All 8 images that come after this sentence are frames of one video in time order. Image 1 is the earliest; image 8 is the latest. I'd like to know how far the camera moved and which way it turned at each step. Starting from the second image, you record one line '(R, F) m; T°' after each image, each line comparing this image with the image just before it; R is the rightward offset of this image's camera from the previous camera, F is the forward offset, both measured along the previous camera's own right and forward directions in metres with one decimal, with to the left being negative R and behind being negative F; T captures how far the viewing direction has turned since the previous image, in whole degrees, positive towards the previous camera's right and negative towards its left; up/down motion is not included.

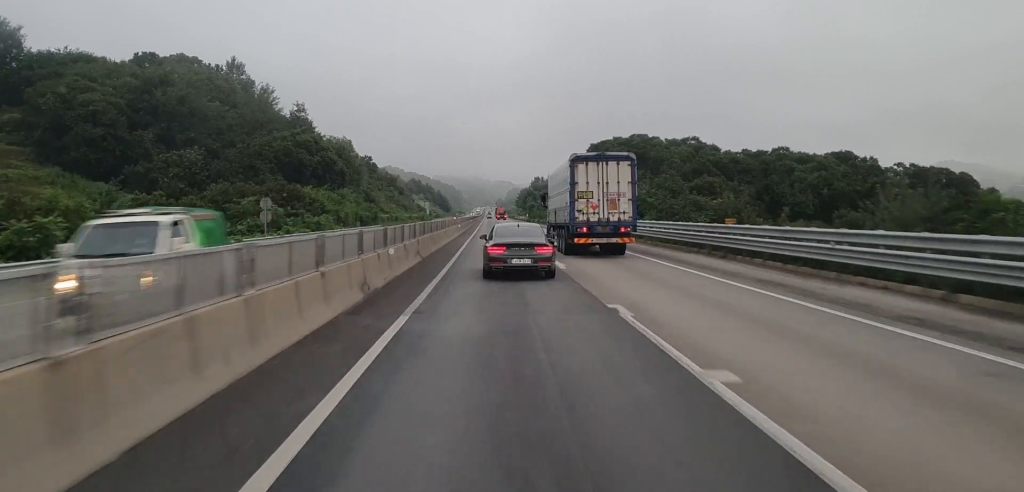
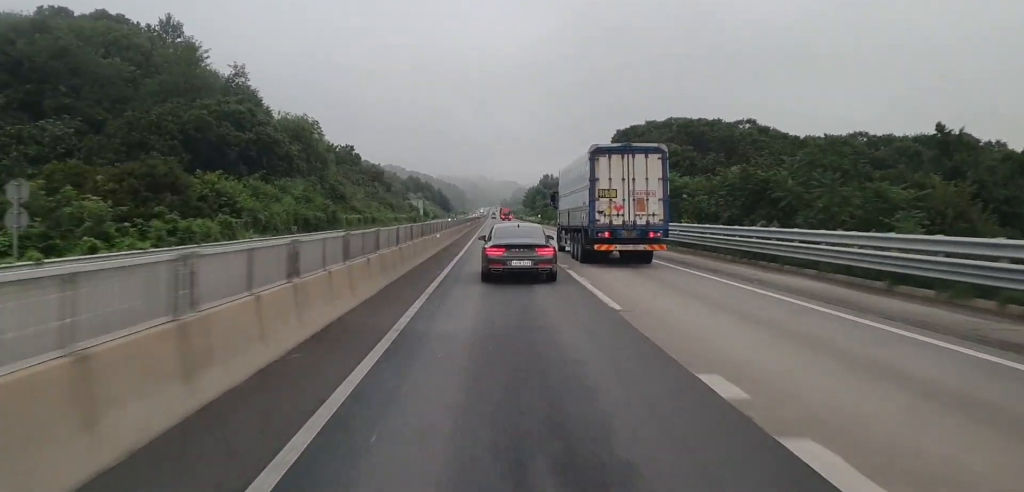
(-0.1, +30.6) m; 0°
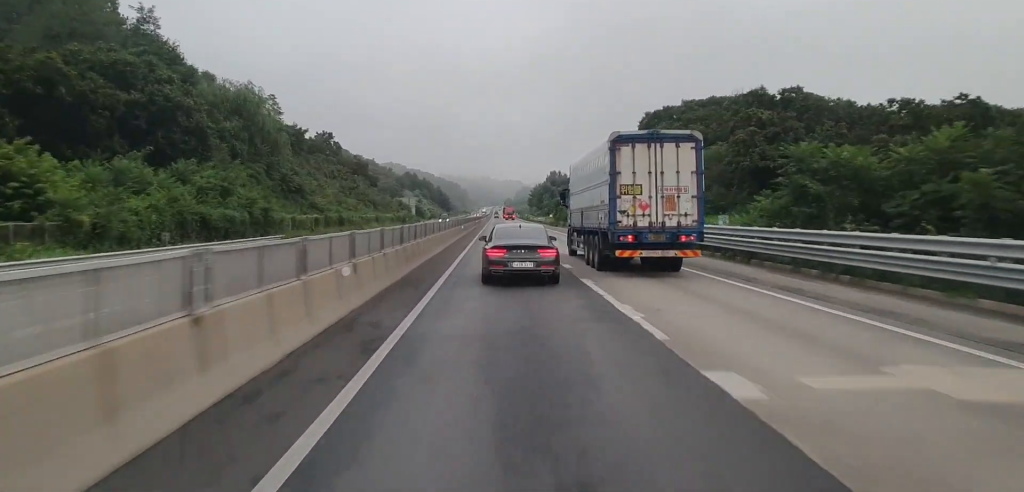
(0.0, +24.2) m; 0°
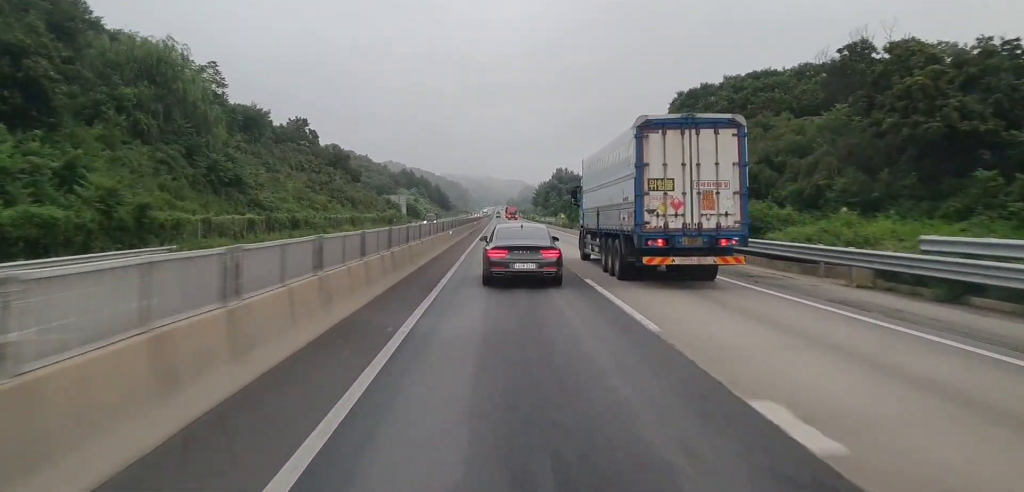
(0.0, +19.6) m; 0°
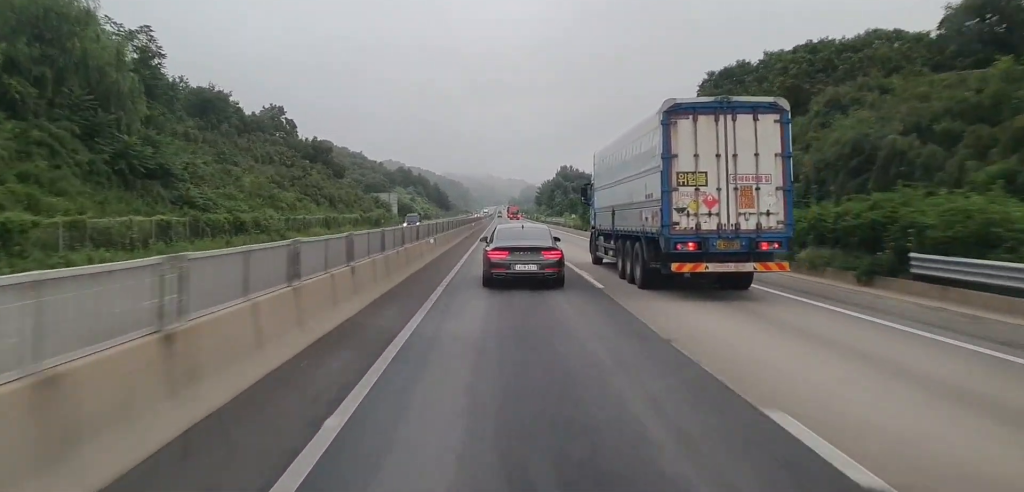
(0.0, +13.7) m; 0°
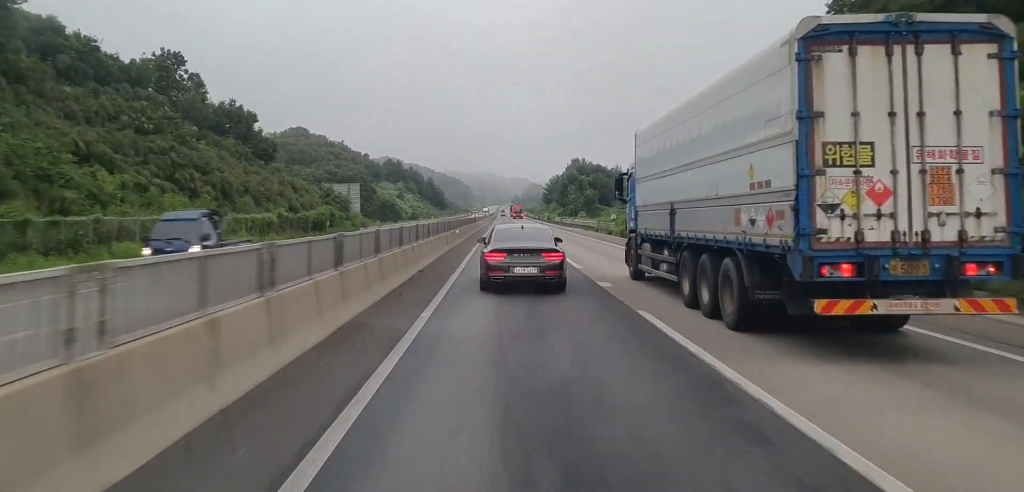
(-0.1, +34.0) m; -1°
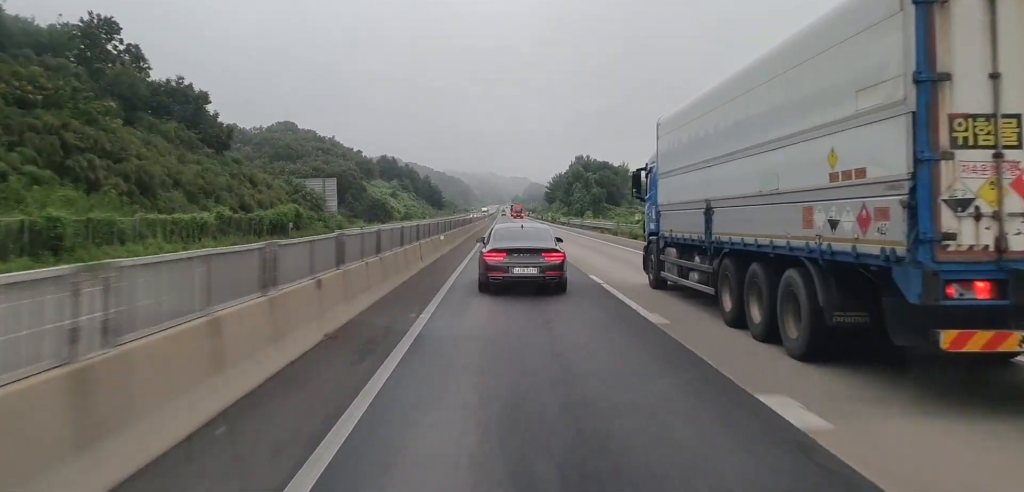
(-0.2, +12.2) m; 0°
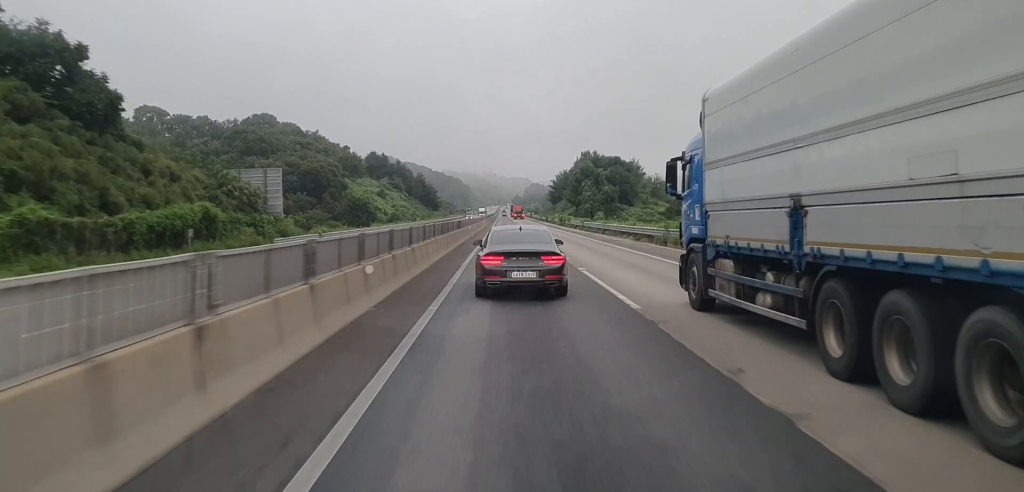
(-0.3, +18.3) m; 0°
